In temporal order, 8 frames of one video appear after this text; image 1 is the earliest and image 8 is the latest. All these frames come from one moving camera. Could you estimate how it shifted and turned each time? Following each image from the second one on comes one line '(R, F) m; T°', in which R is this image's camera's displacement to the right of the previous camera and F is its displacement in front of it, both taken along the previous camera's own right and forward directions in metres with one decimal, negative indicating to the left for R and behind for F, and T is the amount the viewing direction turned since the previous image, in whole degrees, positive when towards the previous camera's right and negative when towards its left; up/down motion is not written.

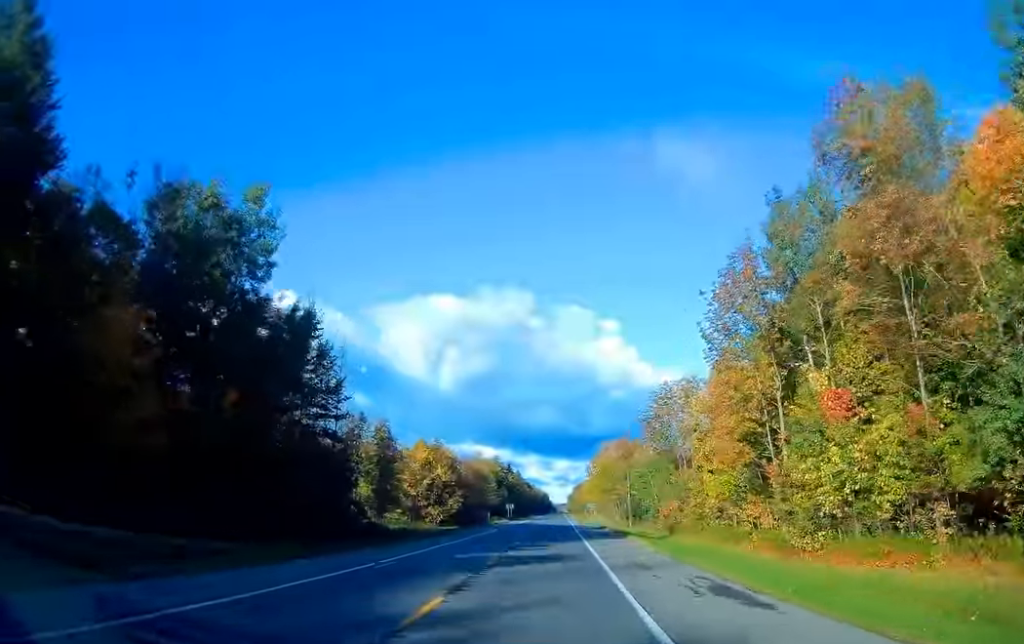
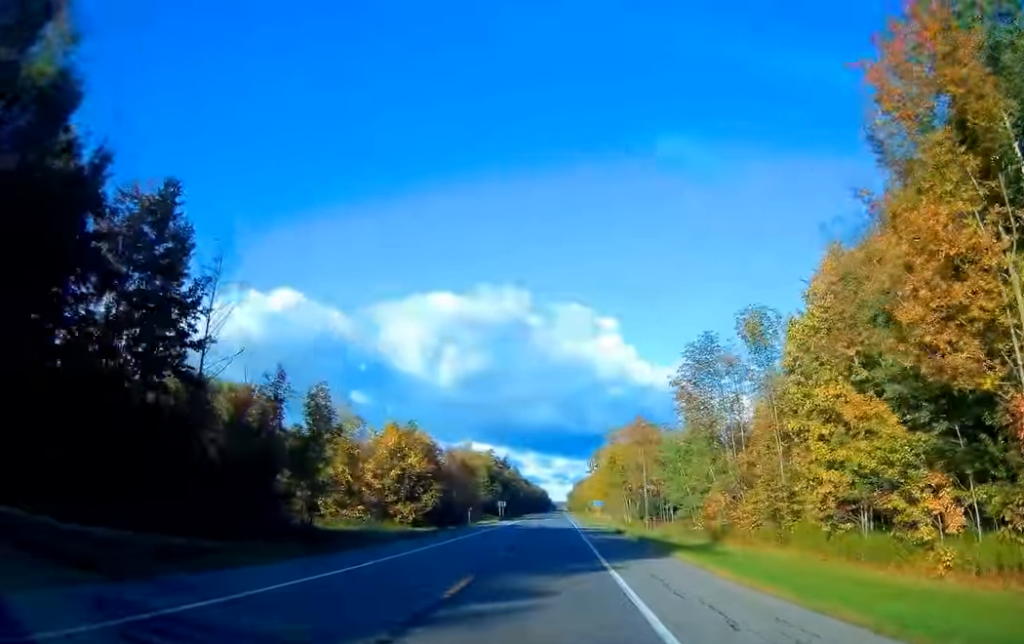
(0.0, +20.8) m; 0°
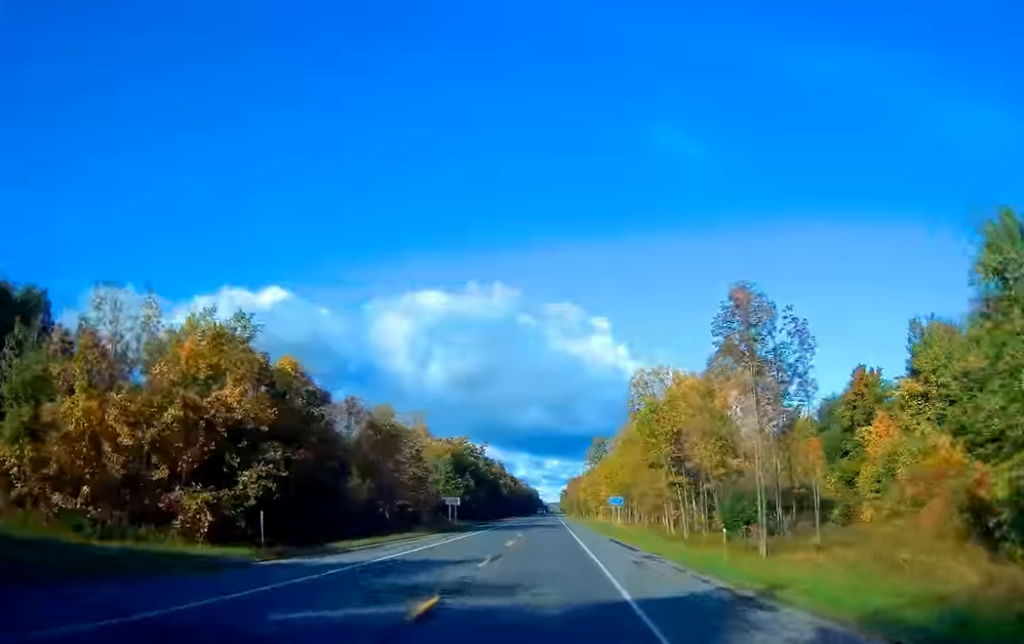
(+0.5, +53.0) m; +1°
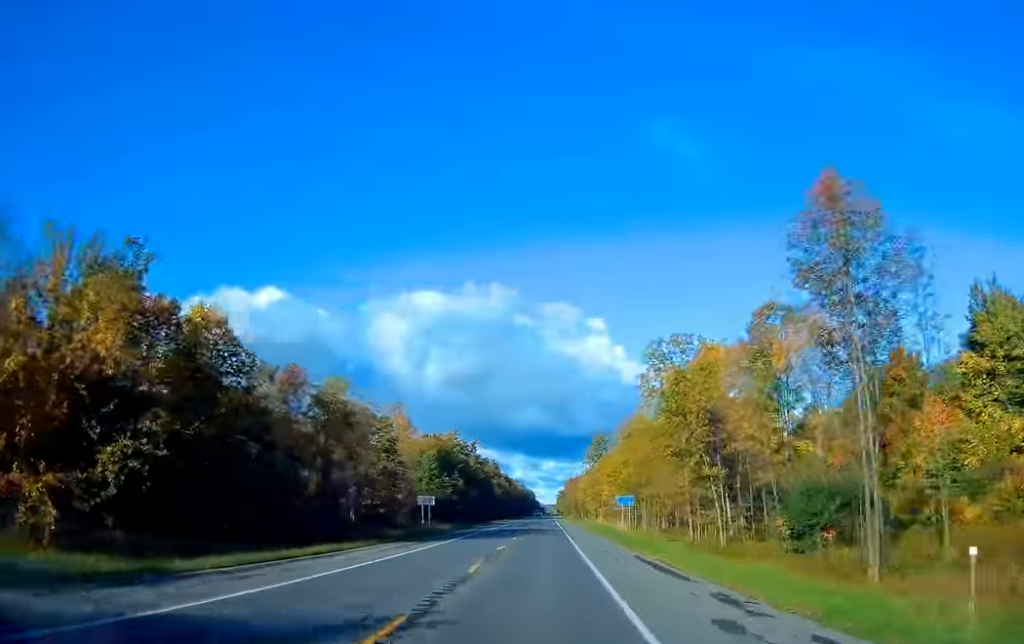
(0.0, +13.5) m; 0°
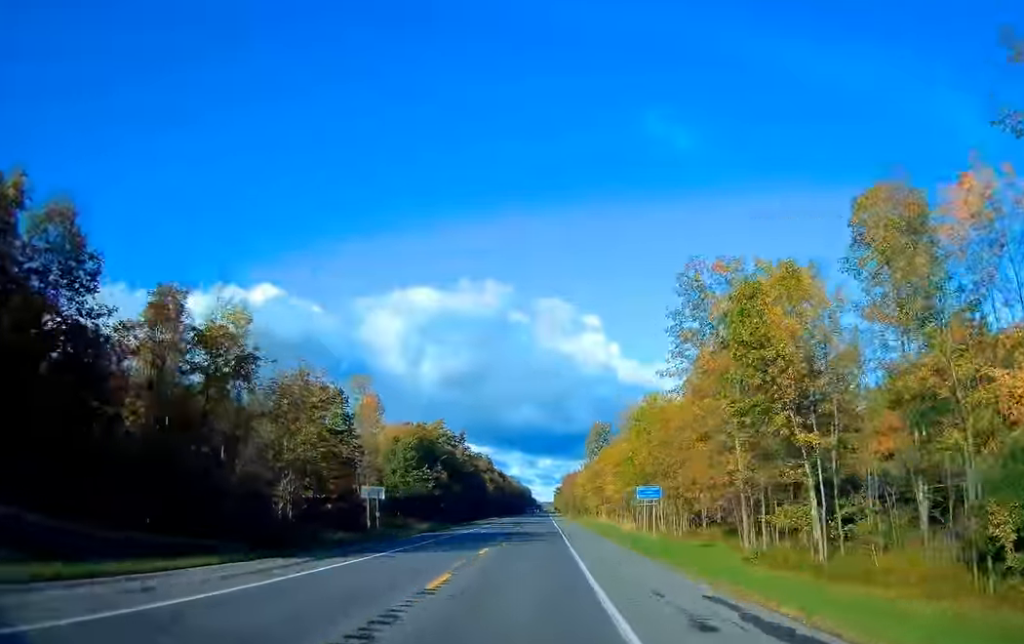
(0.0, +17.7) m; 0°
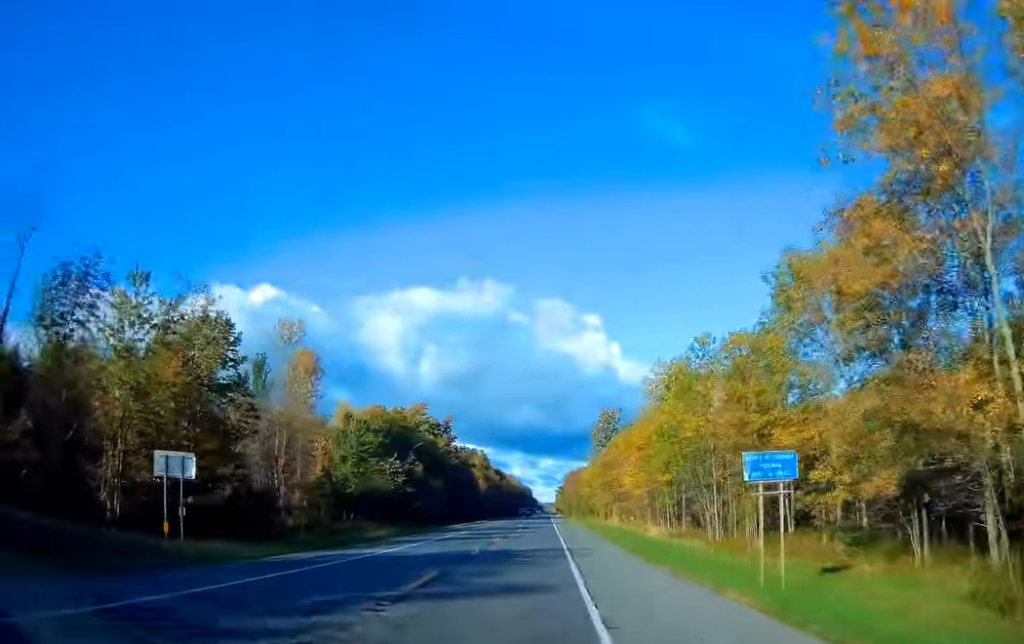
(0.0, +25.0) m; -1°
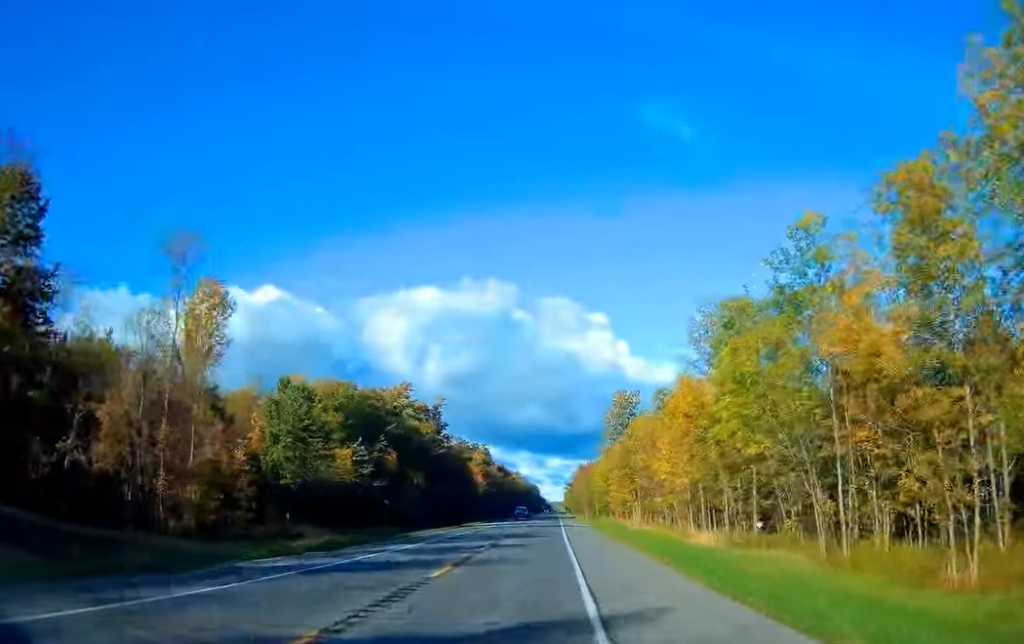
(-0.2, +21.9) m; 0°
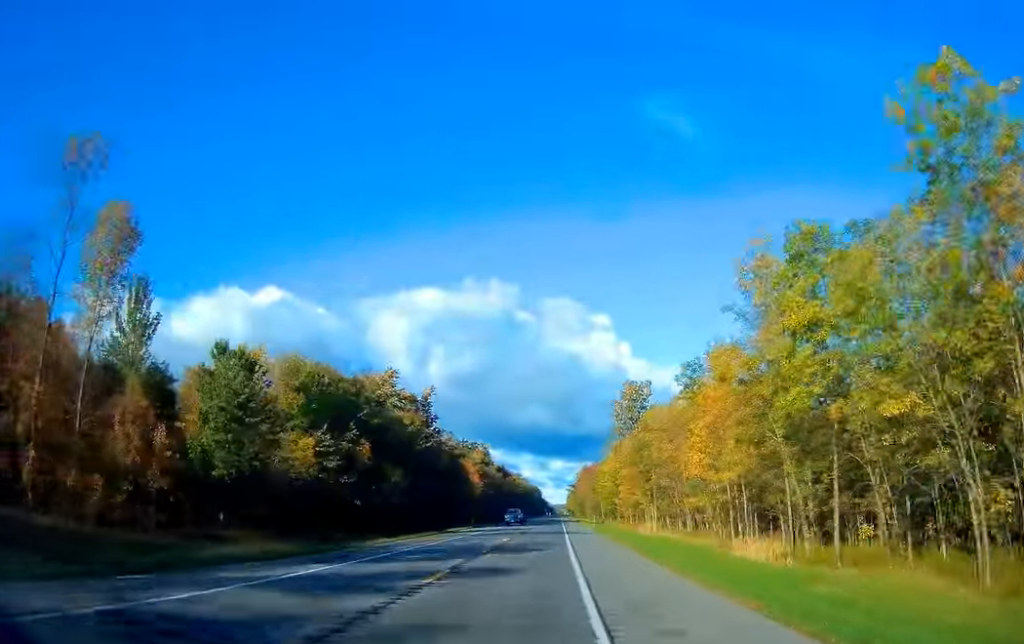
(-0.2, +12.5) m; 0°
